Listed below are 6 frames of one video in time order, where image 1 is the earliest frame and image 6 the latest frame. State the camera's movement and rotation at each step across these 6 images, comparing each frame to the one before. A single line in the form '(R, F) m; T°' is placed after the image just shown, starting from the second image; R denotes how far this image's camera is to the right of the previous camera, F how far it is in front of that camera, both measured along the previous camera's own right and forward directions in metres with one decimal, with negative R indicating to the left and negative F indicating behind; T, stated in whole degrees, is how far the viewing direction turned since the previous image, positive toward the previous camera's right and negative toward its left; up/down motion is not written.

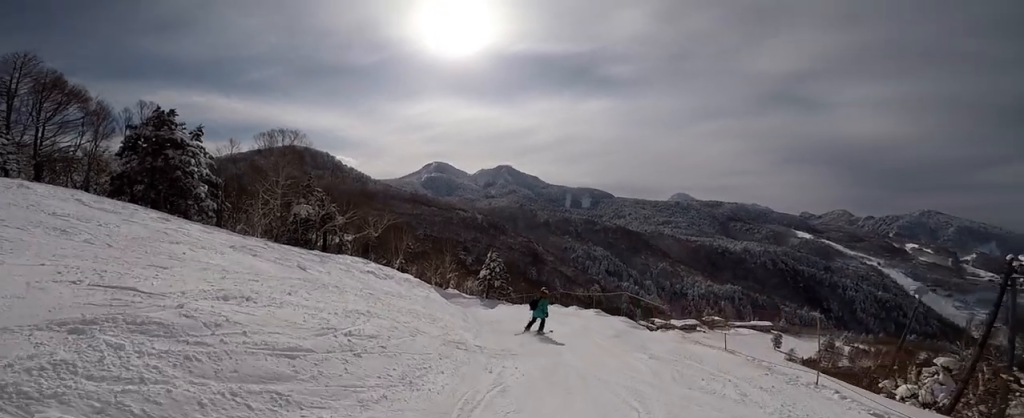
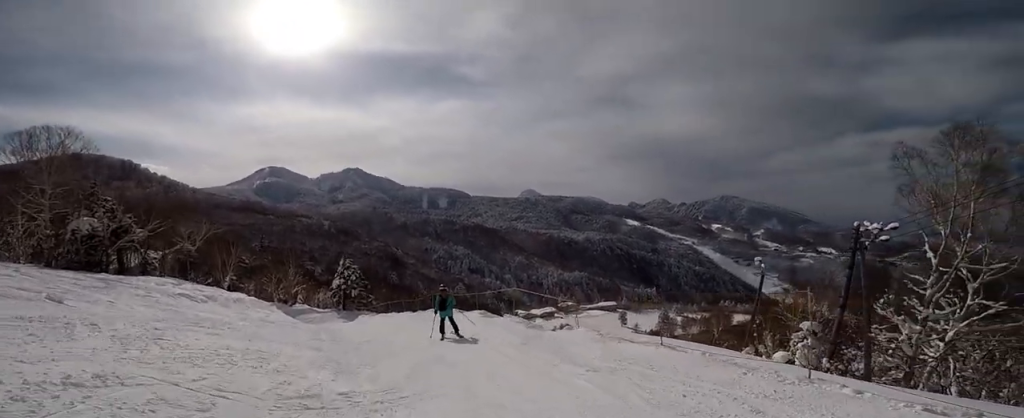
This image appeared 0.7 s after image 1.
(-0.1, +3.1) m; +8°
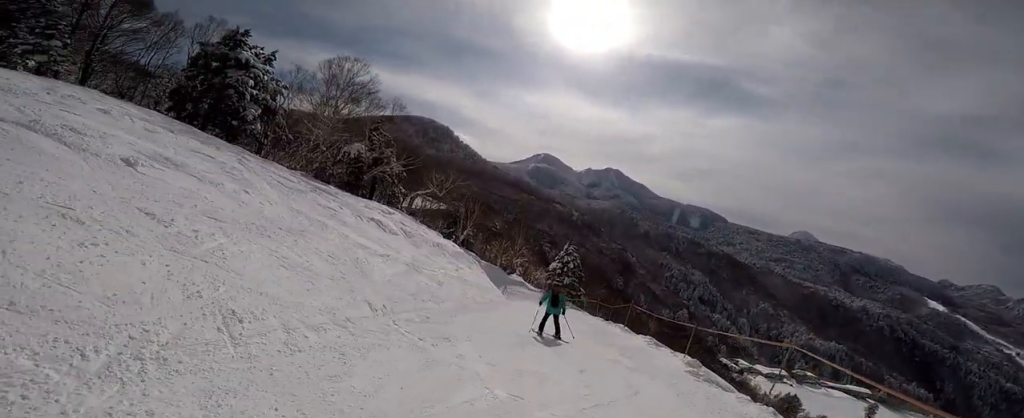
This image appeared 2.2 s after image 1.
(-0.4, +6.1) m; -18°
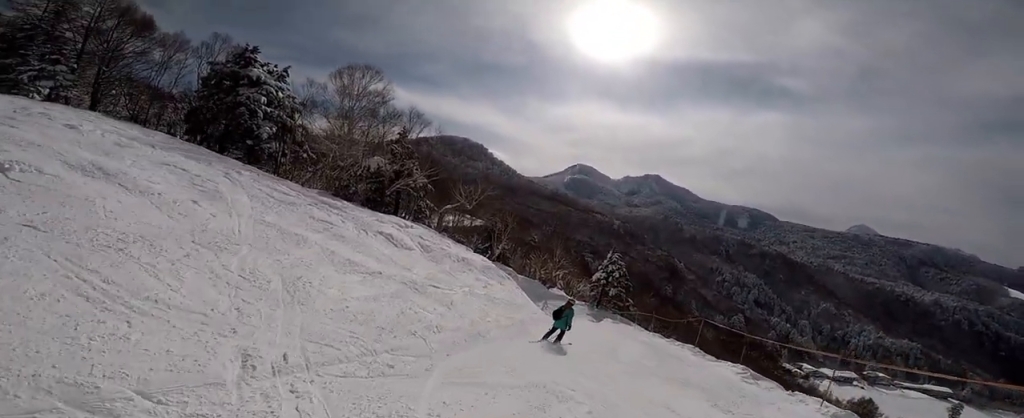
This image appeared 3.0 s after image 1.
(-0.6, +3.3) m; 0°
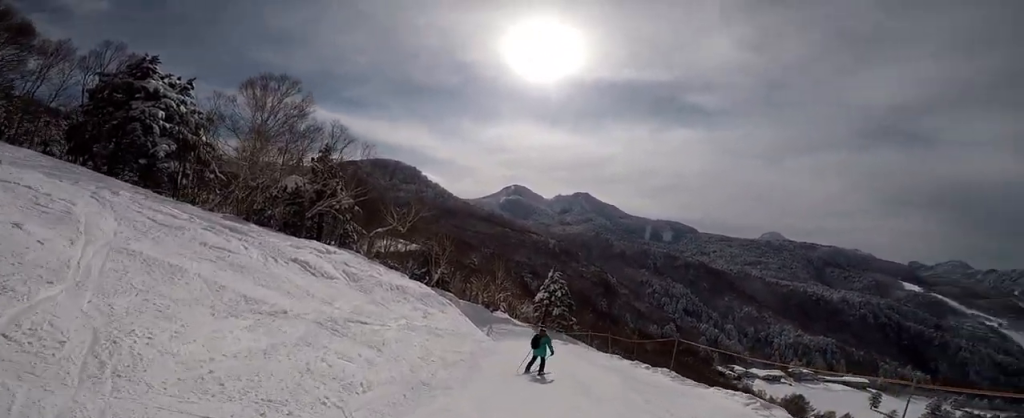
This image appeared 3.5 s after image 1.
(+0.2, +2.3) m; +12°
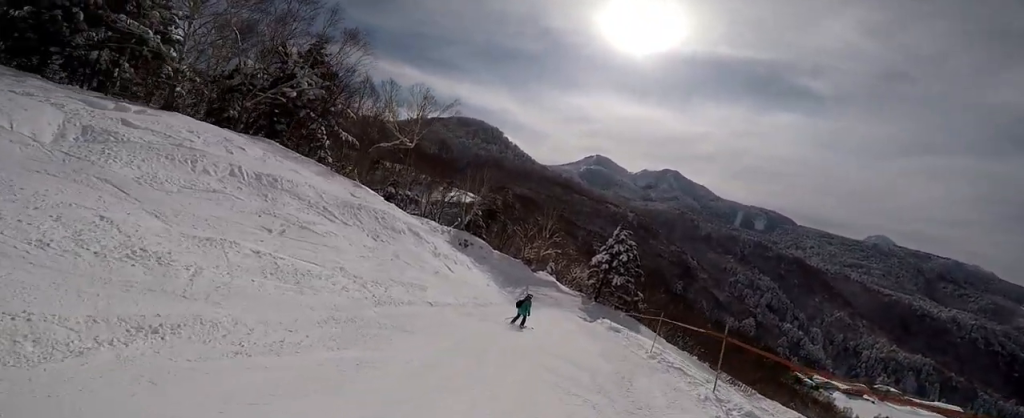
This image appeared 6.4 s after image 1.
(-3.5, +13.0) m; -23°
